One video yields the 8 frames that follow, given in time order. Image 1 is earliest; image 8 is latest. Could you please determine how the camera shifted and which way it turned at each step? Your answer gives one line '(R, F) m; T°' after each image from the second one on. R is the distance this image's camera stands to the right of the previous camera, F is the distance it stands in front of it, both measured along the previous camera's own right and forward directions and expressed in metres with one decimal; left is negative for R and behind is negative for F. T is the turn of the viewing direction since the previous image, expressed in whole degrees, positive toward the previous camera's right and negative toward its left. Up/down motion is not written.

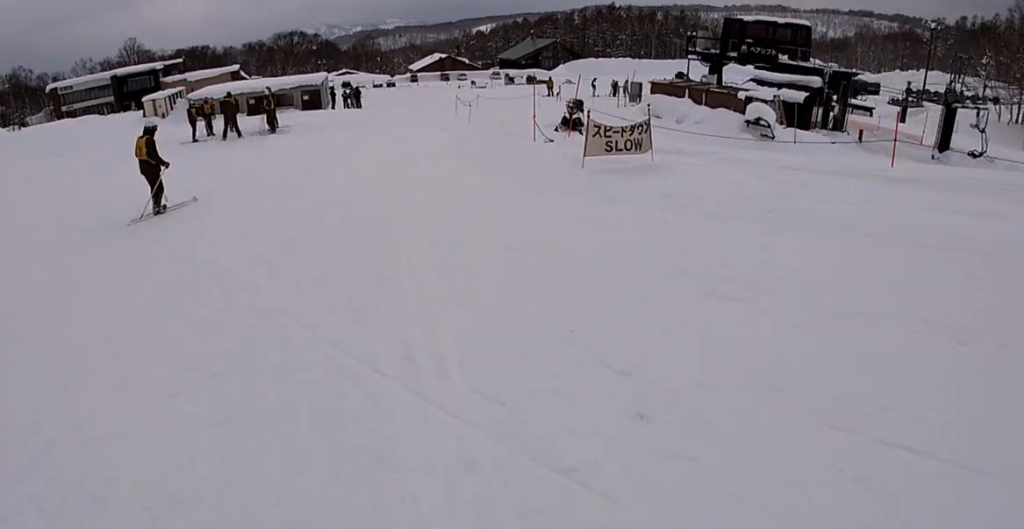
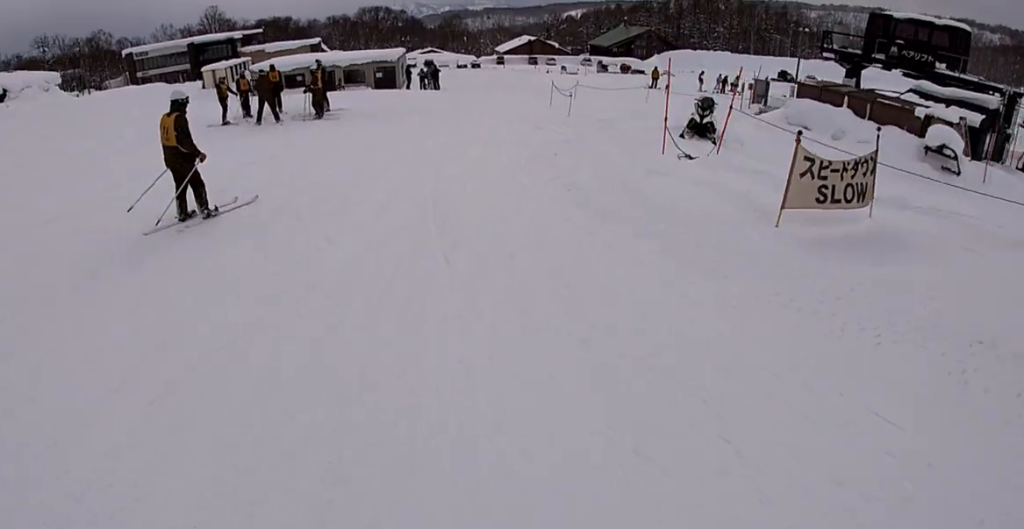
(+0.1, +5.3) m; +6°
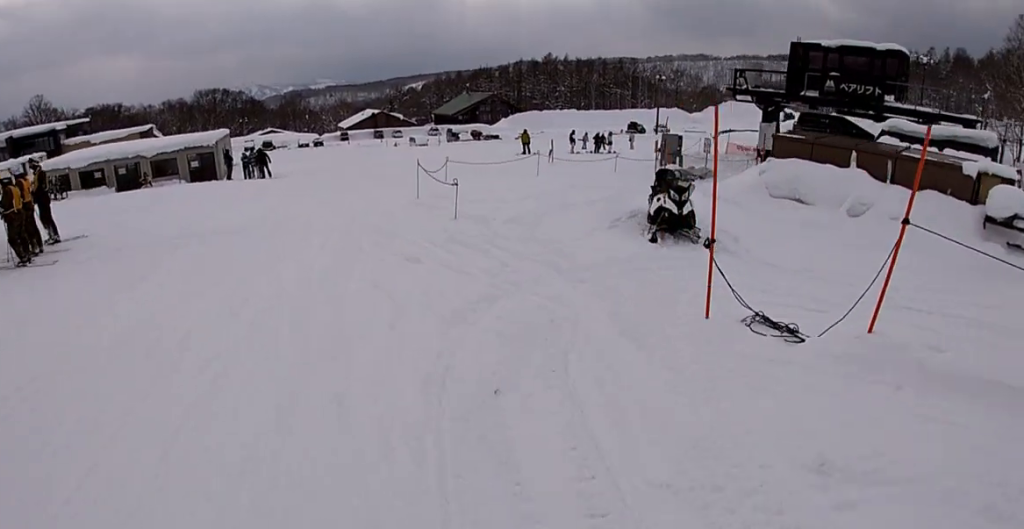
(+0.8, +8.2) m; 0°
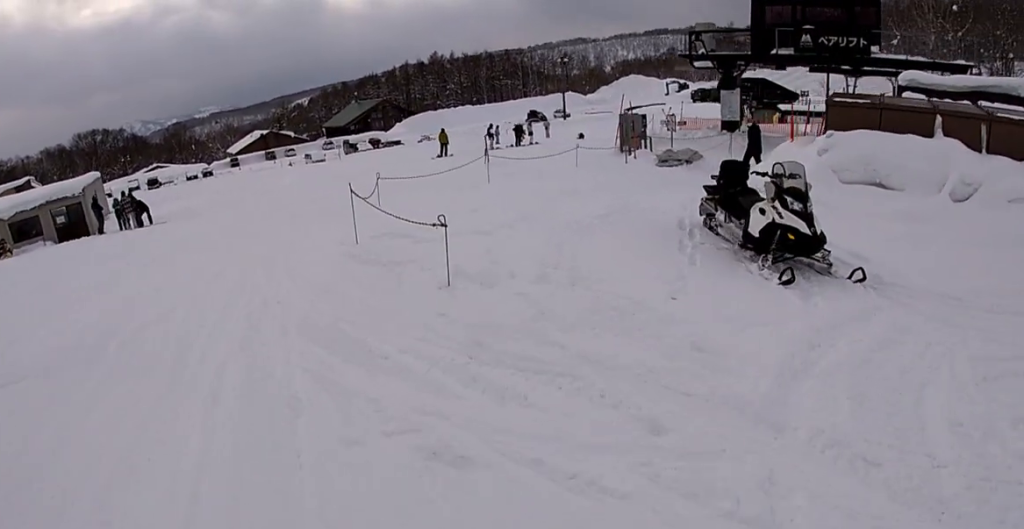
(-0.5, +5.2) m; -3°
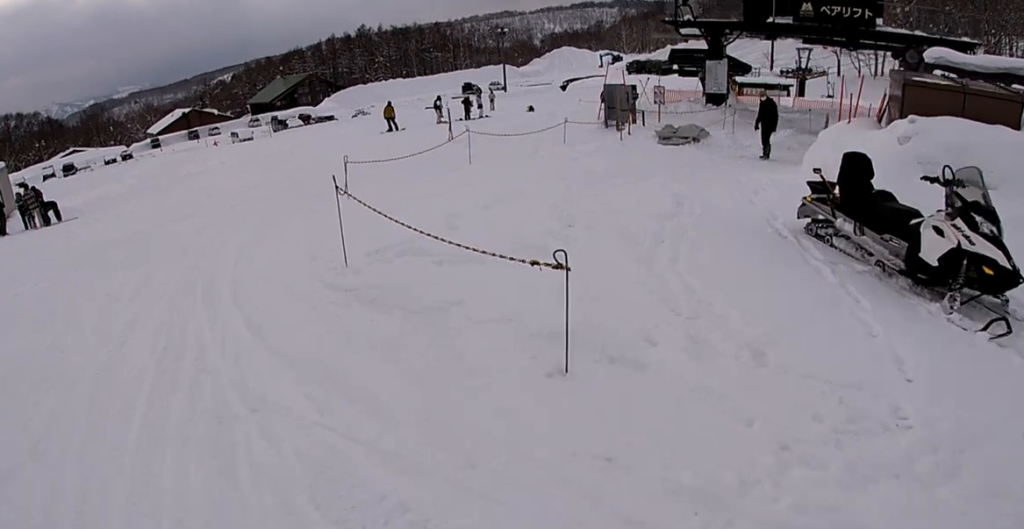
(-0.1, +3.2) m; -1°
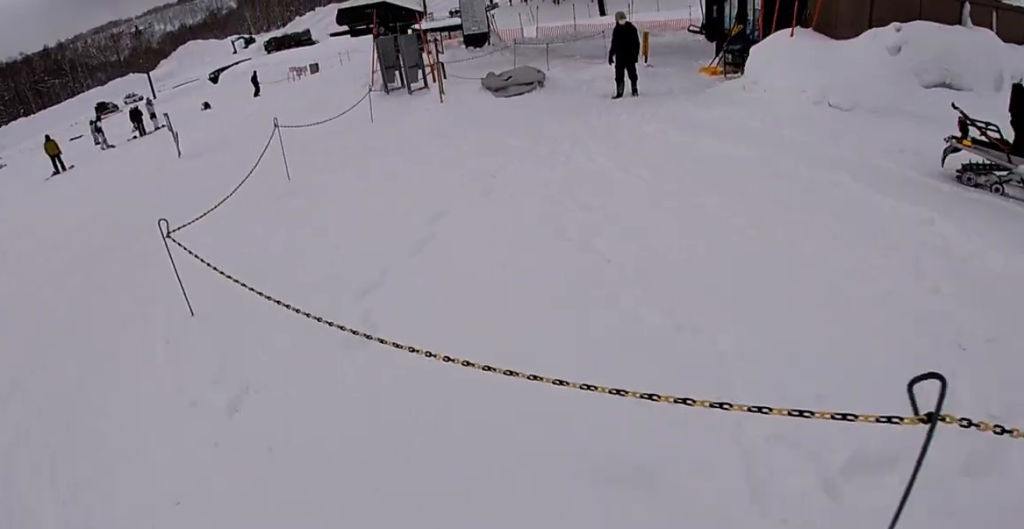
(0.0, +6.3) m; +12°
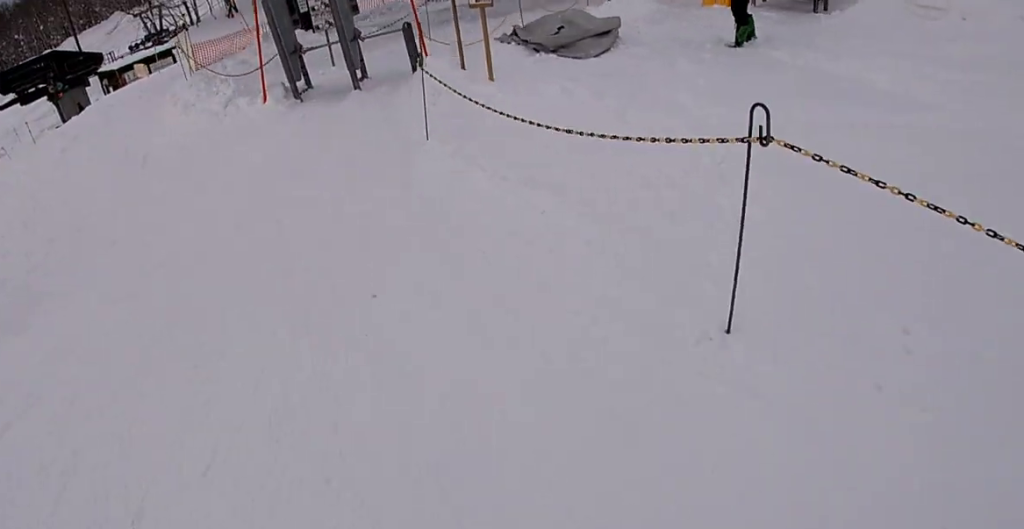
(+2.1, +10.2) m; +17°
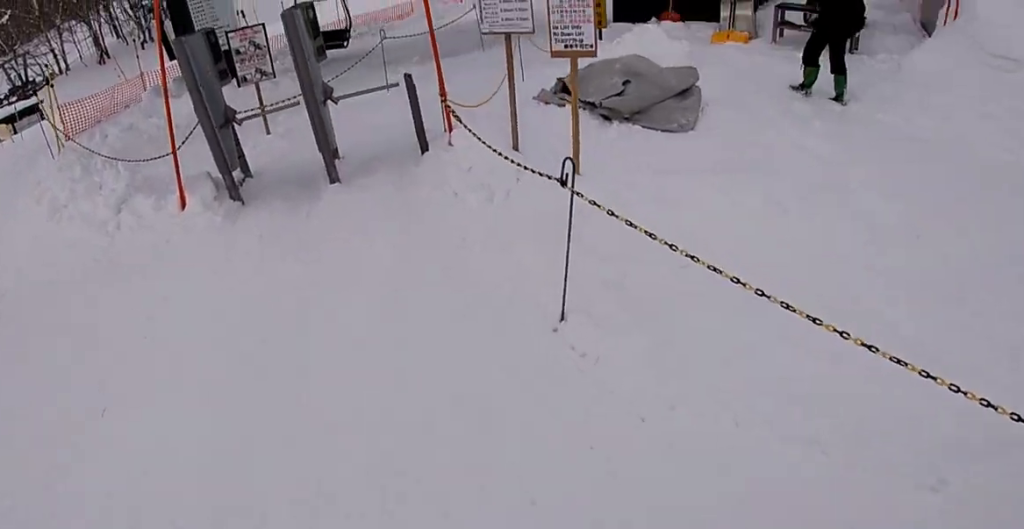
(+0.5, +4.9) m; +17°
